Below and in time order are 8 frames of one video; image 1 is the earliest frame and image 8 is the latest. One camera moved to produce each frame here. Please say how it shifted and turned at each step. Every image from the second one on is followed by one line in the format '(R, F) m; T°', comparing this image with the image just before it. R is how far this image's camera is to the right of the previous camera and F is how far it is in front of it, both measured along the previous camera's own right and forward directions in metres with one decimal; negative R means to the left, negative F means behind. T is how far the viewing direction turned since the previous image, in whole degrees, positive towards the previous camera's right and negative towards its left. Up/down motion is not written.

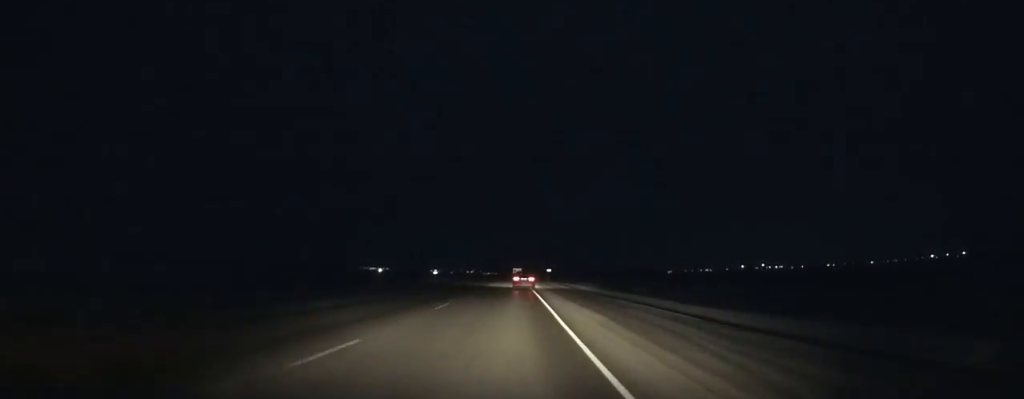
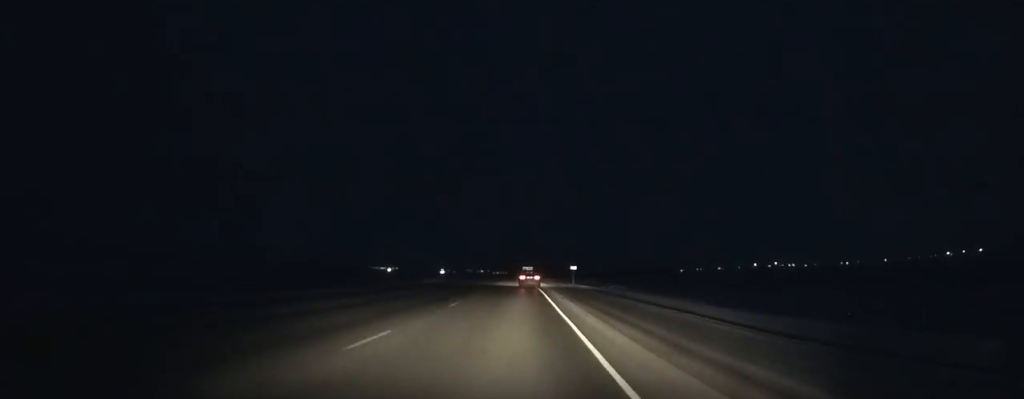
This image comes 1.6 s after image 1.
(-0.2, +32.2) m; 0°
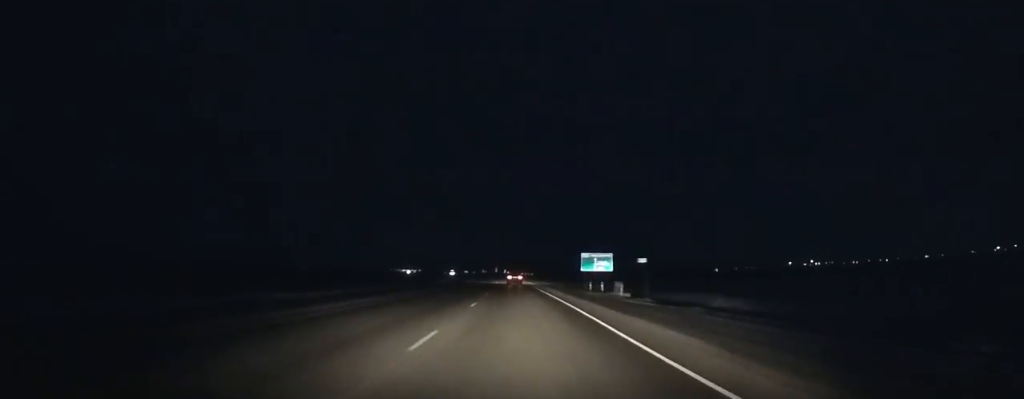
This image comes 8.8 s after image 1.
(-3.3, +144.1) m; -3°
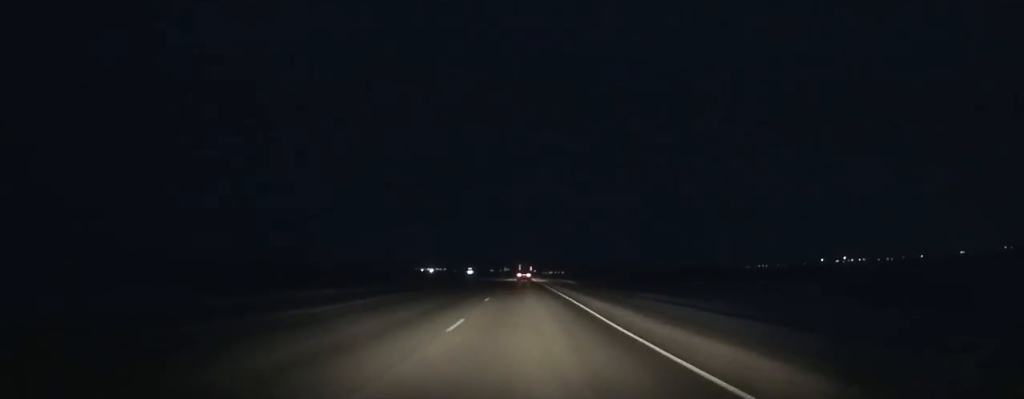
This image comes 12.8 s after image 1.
(-1.7, +82.5) m; -2°
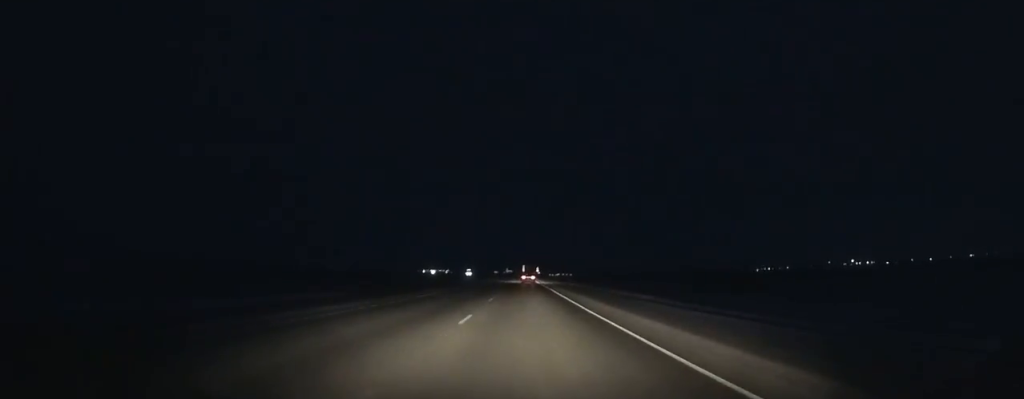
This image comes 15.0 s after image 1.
(-0.3, +46.3) m; 0°
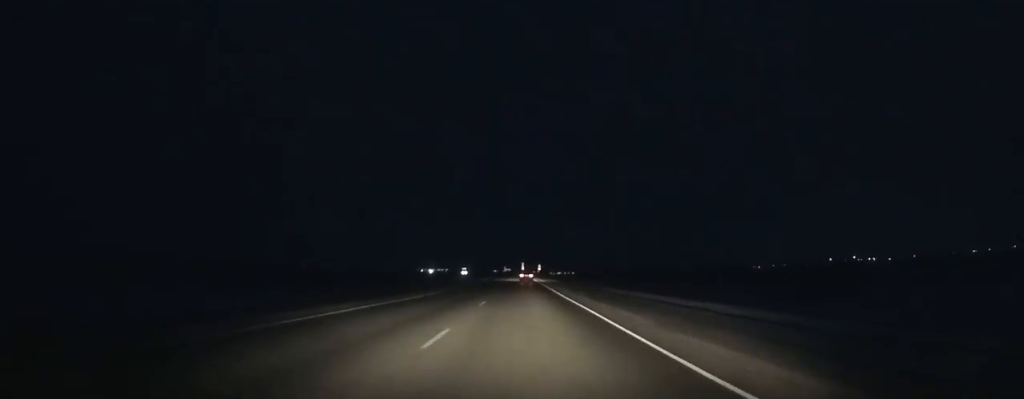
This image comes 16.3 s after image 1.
(0.0, +27.8) m; 0°
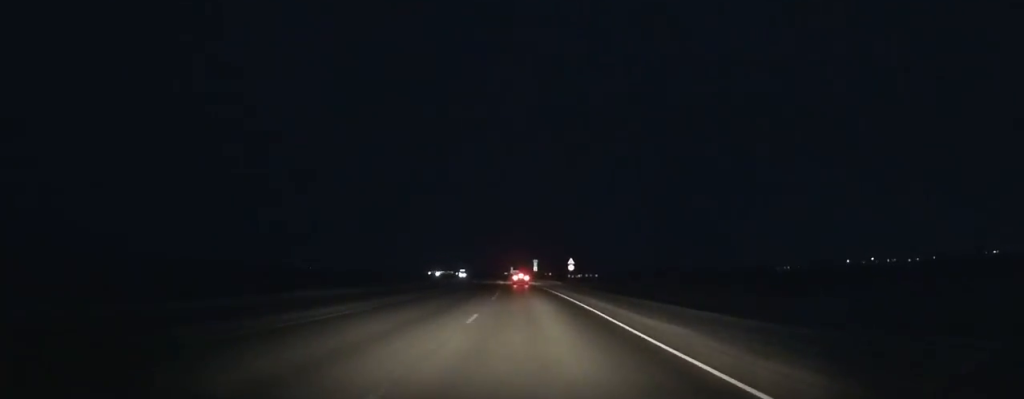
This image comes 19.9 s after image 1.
(-0.4, +77.1) m; -1°
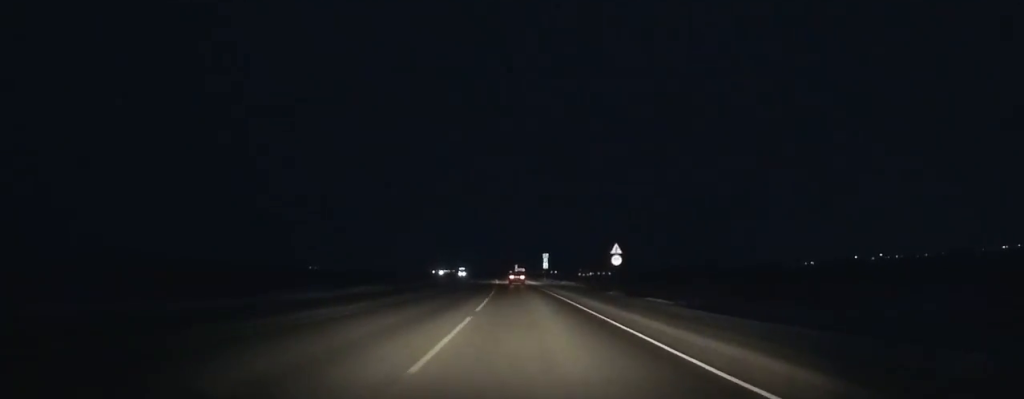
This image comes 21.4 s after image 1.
(-0.2, +32.0) m; -1°
